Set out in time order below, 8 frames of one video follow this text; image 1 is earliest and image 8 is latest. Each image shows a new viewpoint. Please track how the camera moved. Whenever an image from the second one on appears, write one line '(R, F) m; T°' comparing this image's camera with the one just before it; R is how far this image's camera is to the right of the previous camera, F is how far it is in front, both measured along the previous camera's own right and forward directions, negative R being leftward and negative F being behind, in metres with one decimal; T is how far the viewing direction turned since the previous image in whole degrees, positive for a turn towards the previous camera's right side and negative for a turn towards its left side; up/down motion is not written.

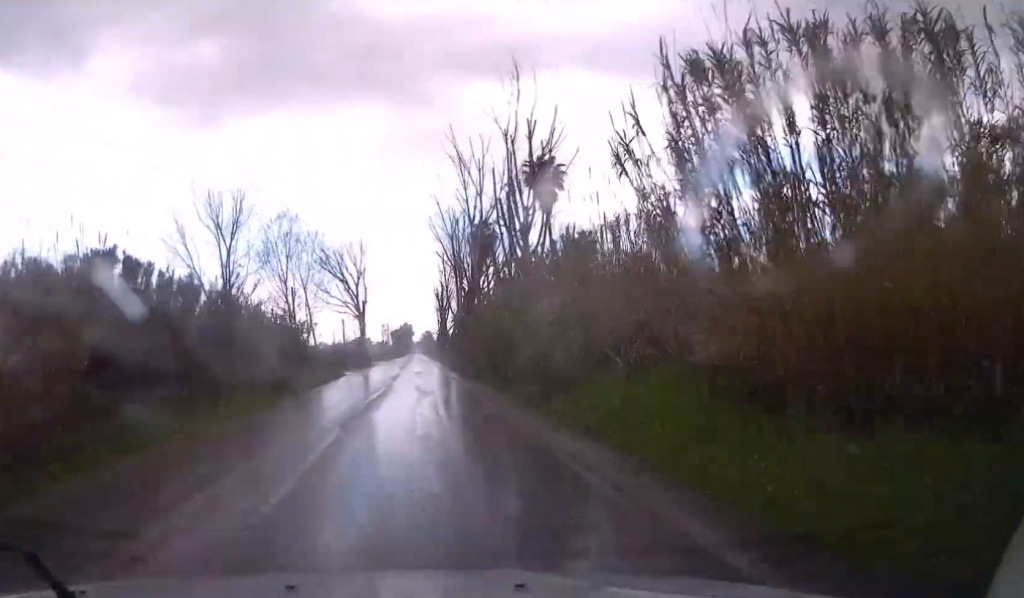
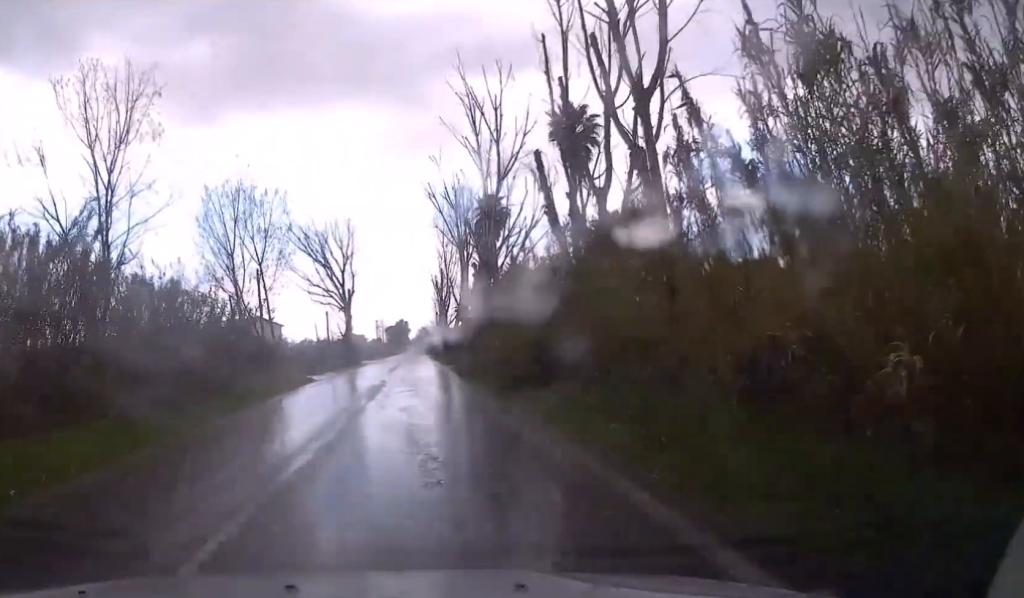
(+0.1, +15.5) m; +1°
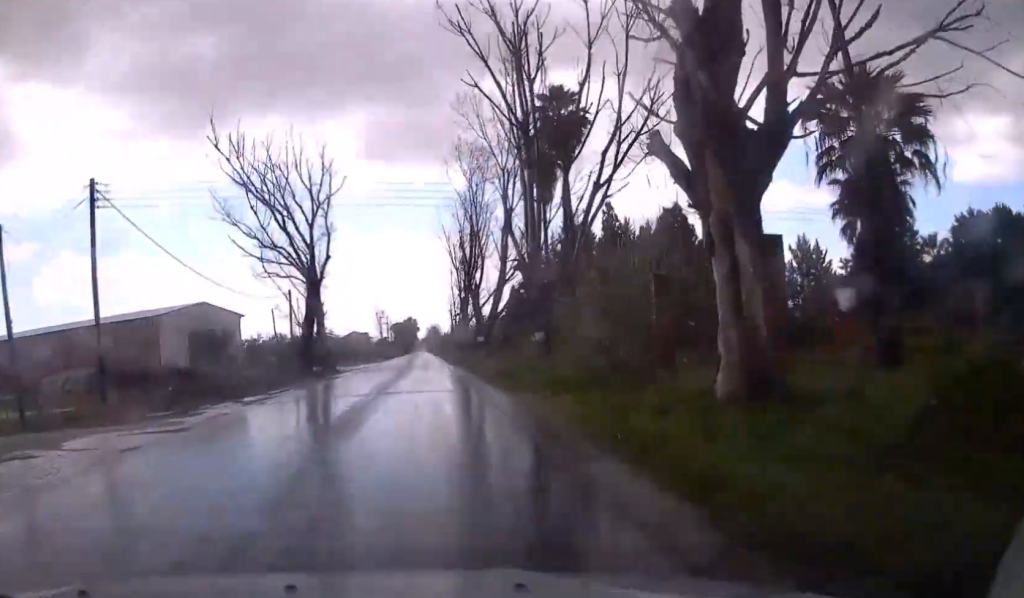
(0.0, +34.4) m; -1°
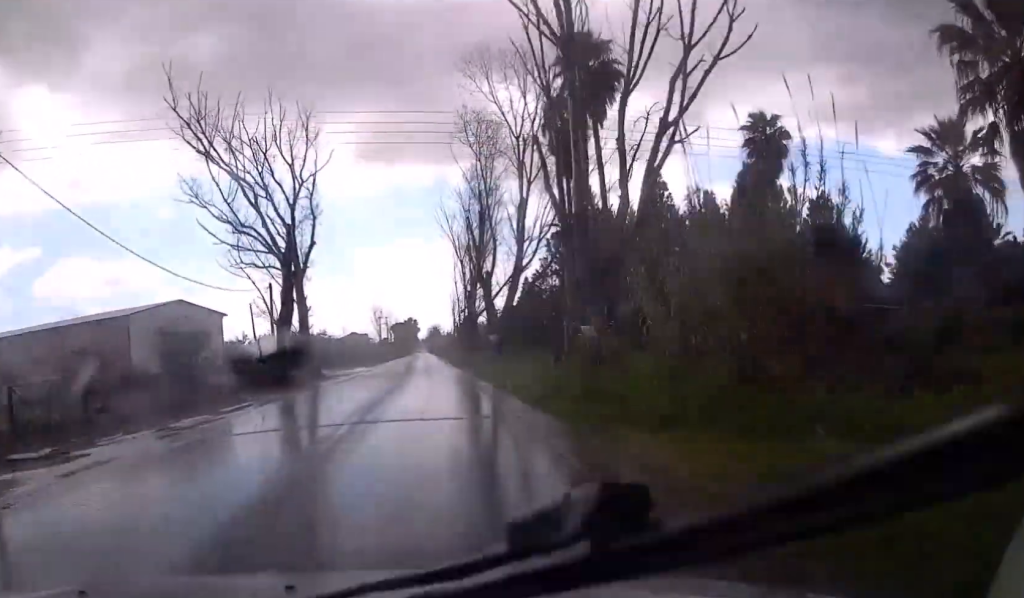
(-0.1, +8.6) m; 0°
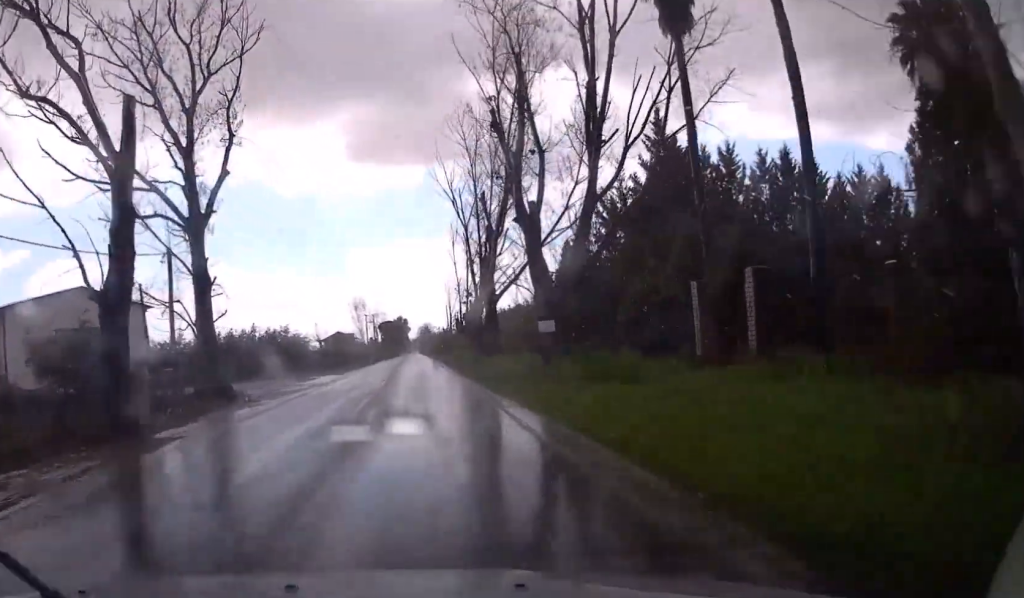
(+0.3, +21.2) m; 0°
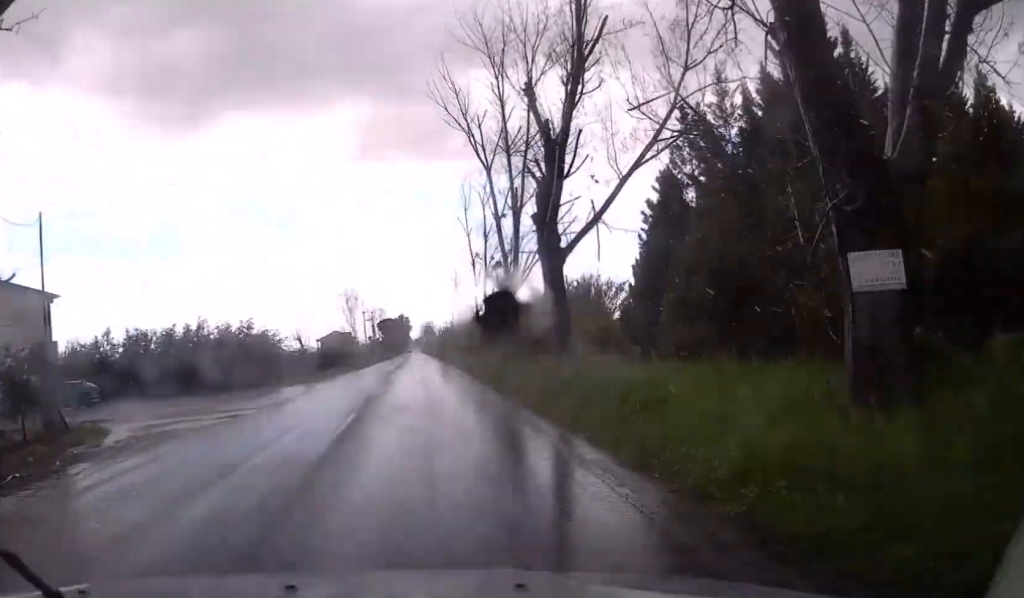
(-0.2, +17.1) m; 0°
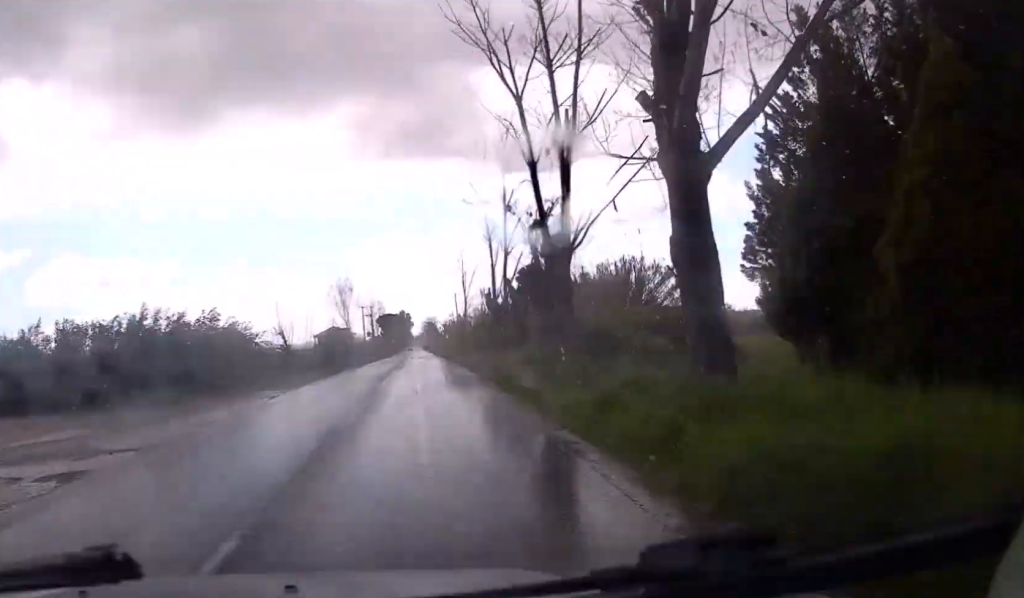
(+0.1, +10.2) m; 0°
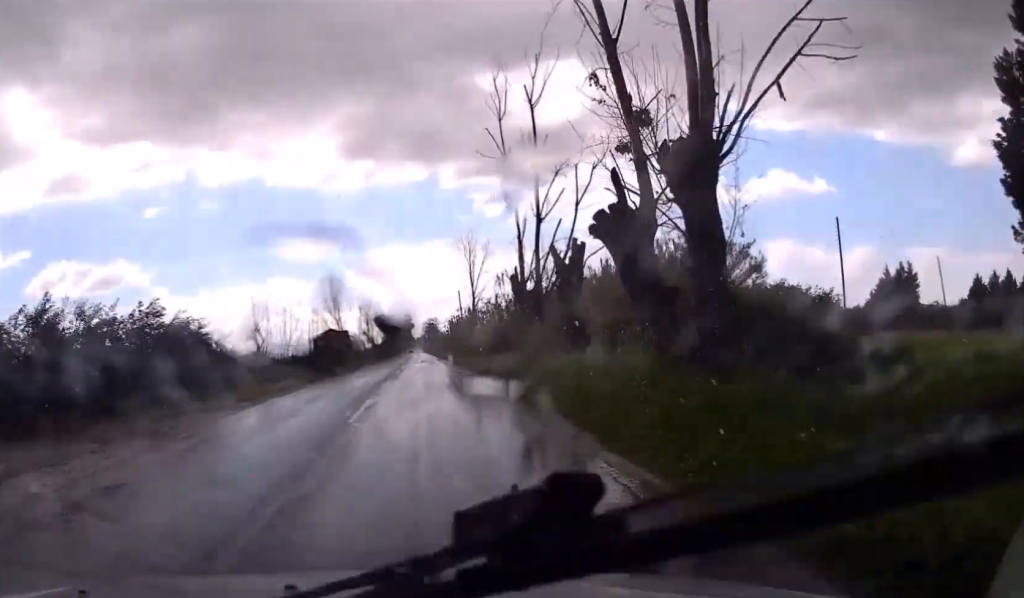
(0.0, +10.8) m; 0°
